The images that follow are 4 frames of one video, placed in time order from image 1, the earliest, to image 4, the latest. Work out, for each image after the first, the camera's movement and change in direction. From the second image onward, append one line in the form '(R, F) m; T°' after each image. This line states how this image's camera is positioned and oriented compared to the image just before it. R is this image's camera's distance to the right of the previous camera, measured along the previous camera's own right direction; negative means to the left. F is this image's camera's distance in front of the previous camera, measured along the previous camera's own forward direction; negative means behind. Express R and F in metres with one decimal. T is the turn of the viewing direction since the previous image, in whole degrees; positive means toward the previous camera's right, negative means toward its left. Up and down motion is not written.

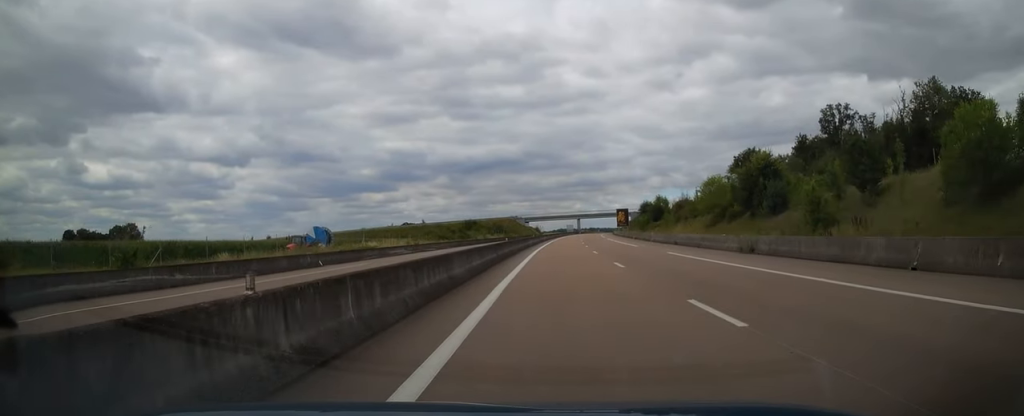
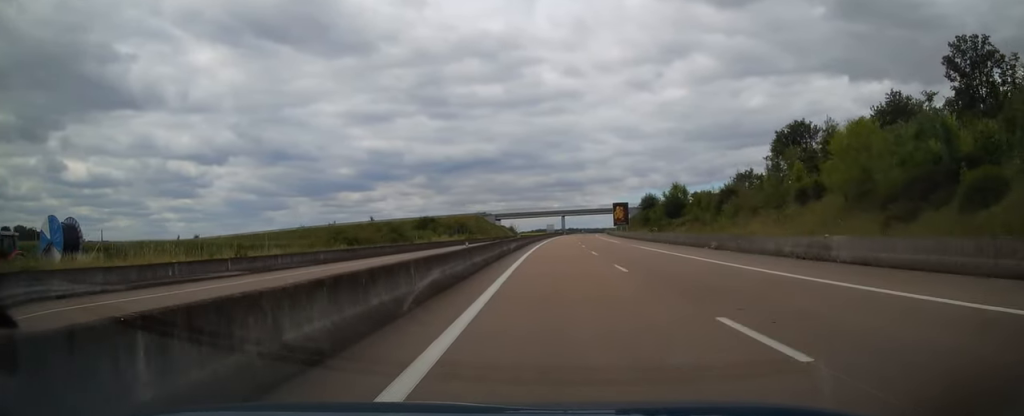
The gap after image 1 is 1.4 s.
(+0.3, +40.8) m; +1°
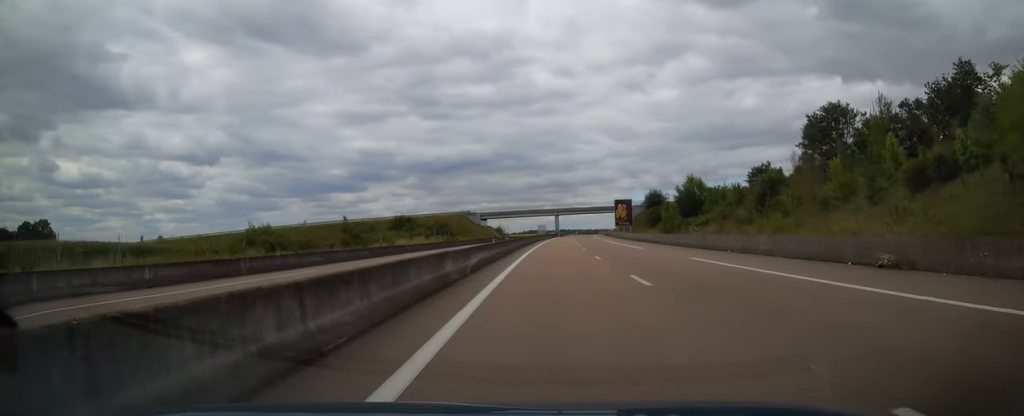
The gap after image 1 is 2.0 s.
(+0.2, +17.5) m; +1°
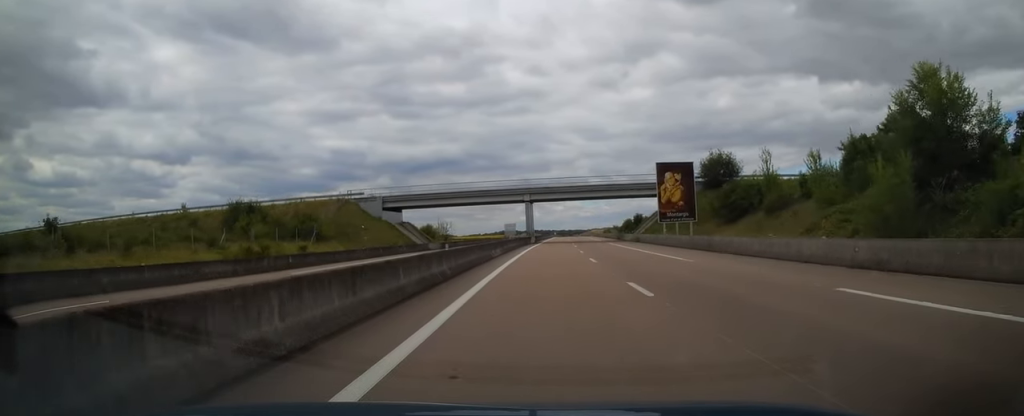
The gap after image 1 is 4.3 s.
(+1.5, +66.3) m; +2°
